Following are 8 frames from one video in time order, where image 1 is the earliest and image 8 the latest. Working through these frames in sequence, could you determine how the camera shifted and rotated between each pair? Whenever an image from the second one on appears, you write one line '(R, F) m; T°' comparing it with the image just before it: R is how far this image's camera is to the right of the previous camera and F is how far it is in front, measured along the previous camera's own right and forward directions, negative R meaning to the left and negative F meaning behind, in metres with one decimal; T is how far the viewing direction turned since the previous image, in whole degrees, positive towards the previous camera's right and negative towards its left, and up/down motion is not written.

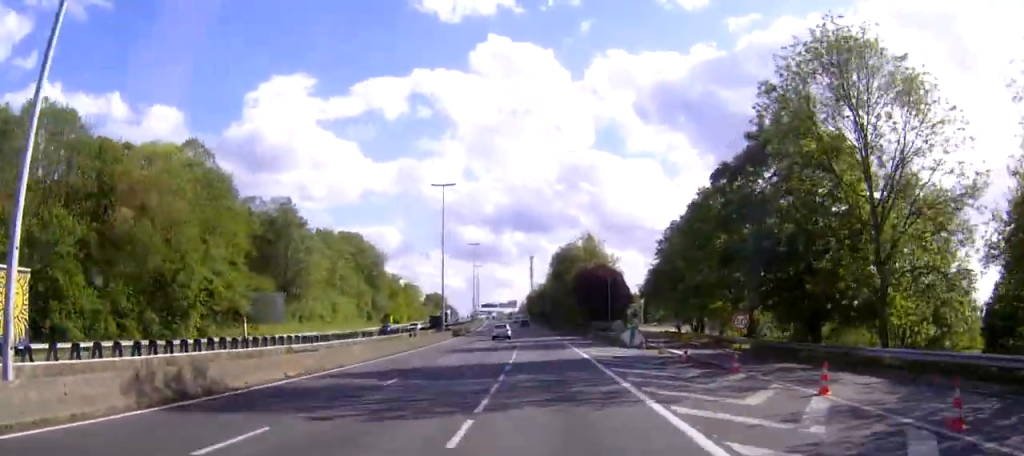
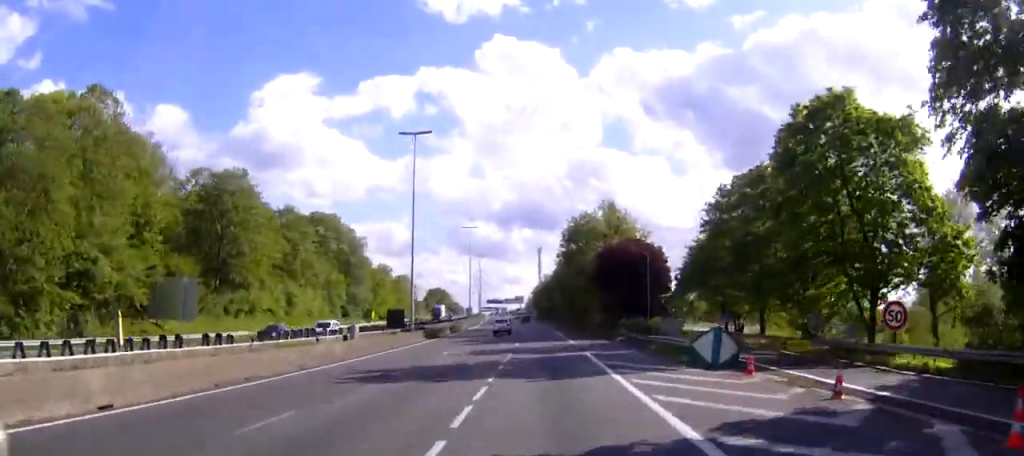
(-0.1, +24.1) m; 0°
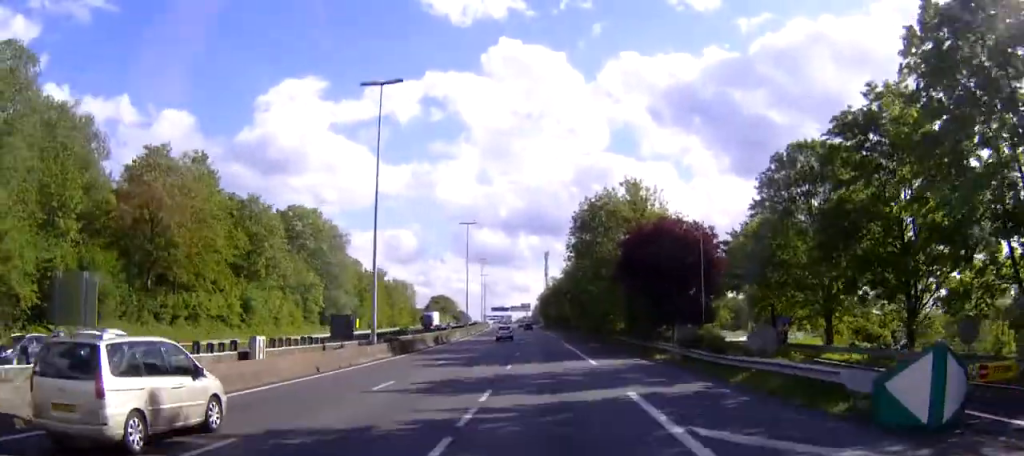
(0.0, +15.9) m; 0°
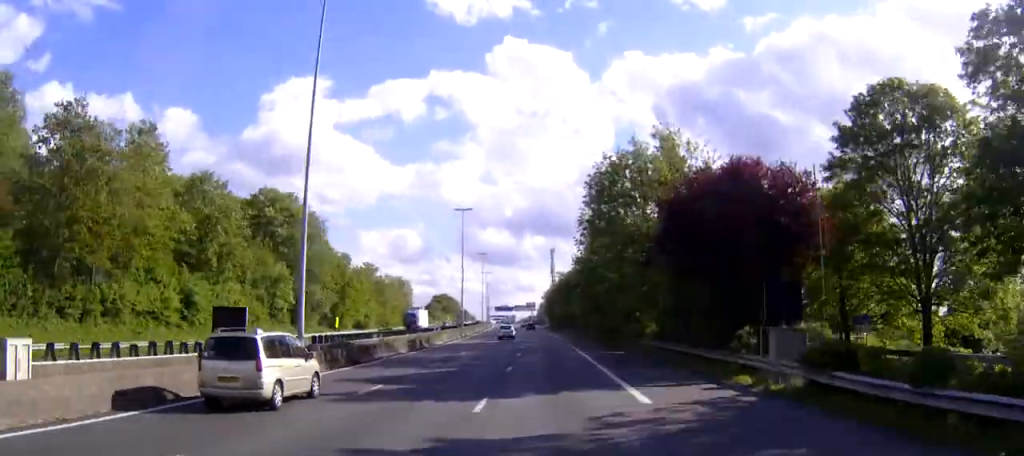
(0.0, +15.1) m; 0°
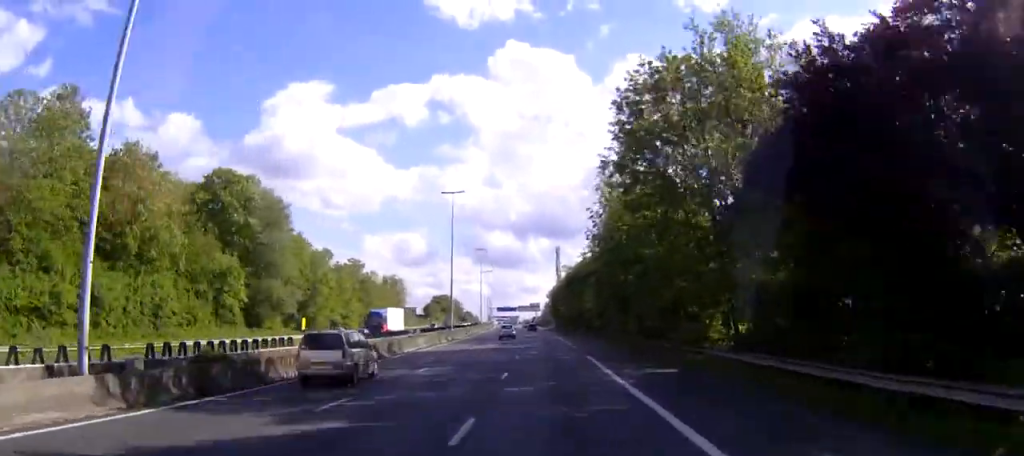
(0.0, +16.9) m; -1°
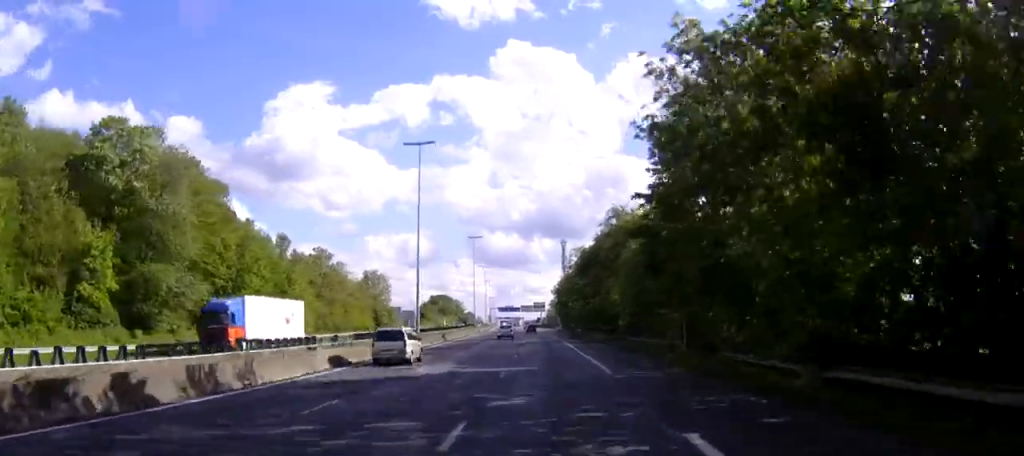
(-0.2, +26.7) m; -1°
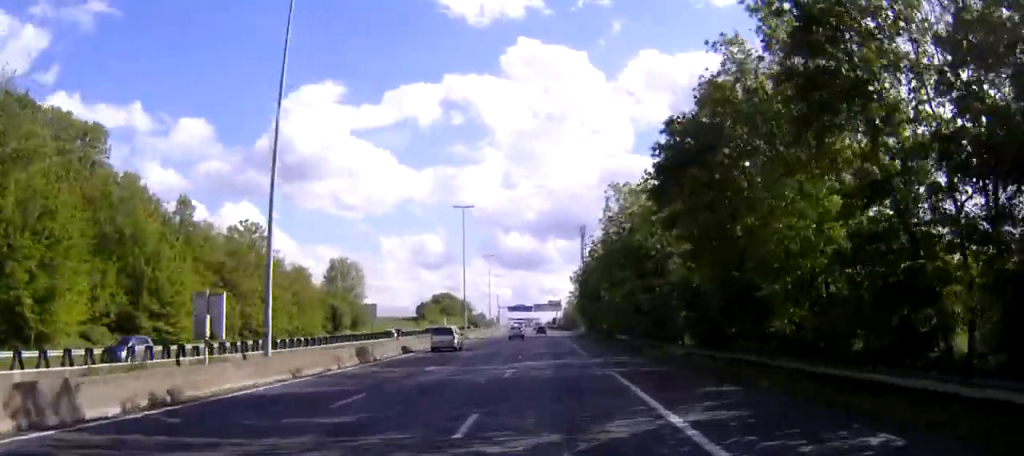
(-0.4, +38.1) m; -1°
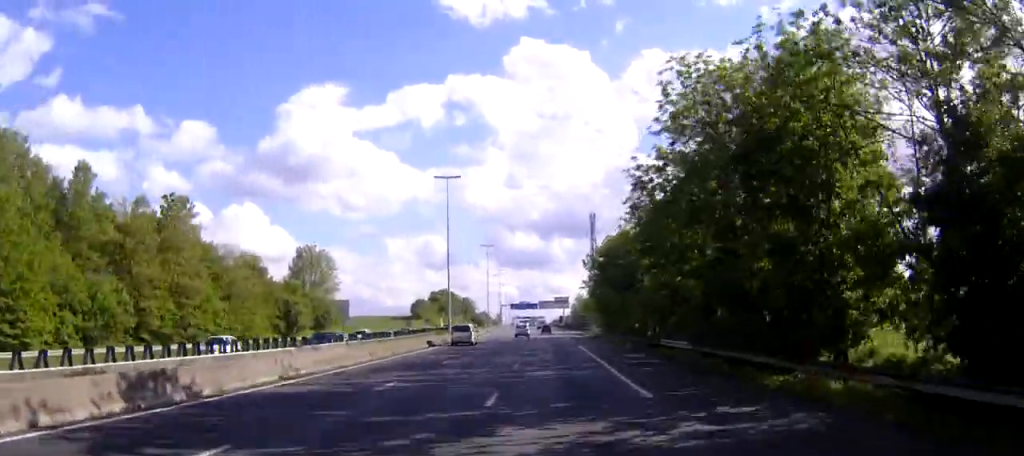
(-0.2, +21.9) m; -1°
